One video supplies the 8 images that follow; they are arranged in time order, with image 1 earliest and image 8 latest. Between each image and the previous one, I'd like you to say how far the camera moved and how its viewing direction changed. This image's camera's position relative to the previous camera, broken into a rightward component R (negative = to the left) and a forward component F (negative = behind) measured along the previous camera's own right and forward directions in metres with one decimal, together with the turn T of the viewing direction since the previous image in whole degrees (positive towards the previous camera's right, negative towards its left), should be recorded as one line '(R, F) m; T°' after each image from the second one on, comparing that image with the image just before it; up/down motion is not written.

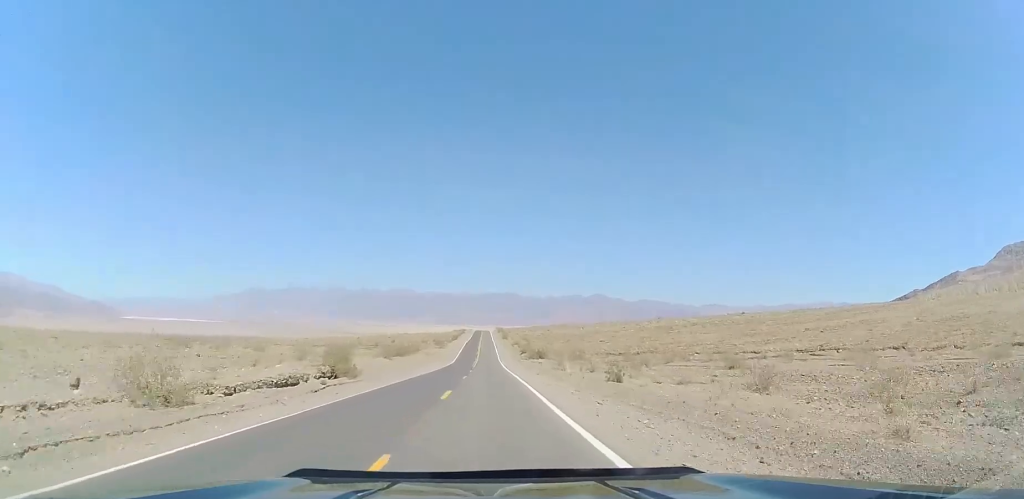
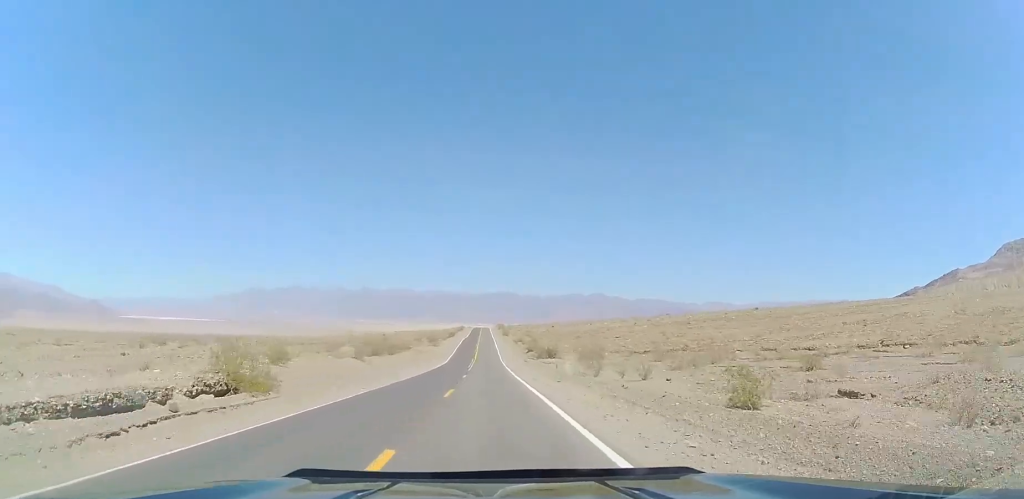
(+0.2, +13.8) m; +1°
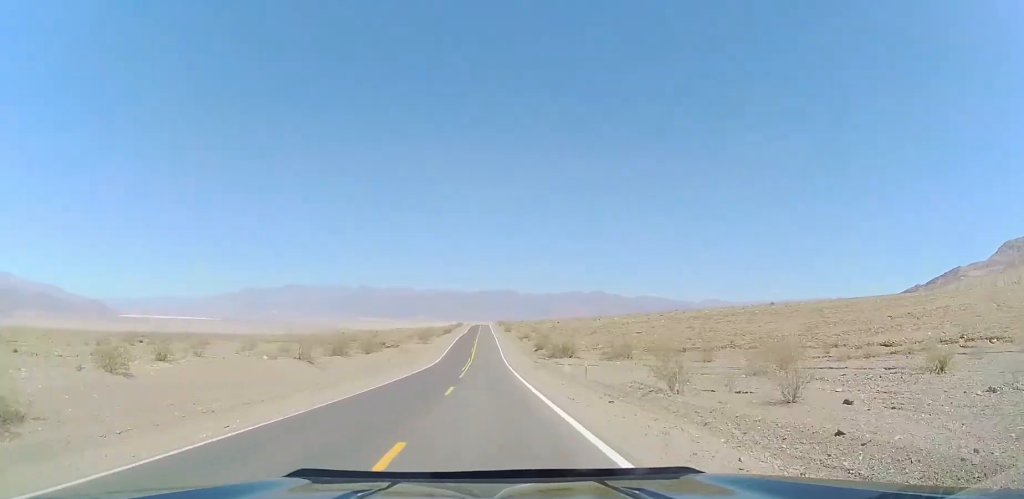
(0.0, +13.7) m; +1°
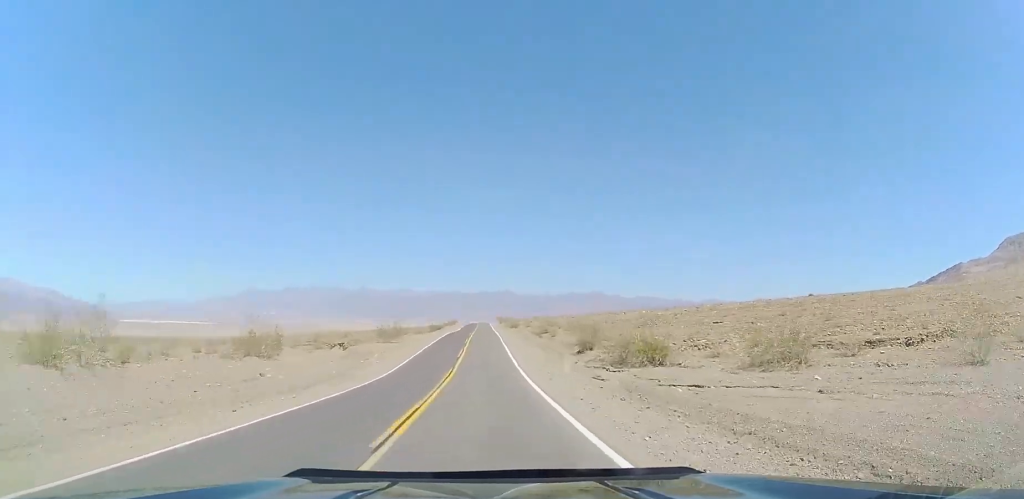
(+0.4, +29.6) m; 0°
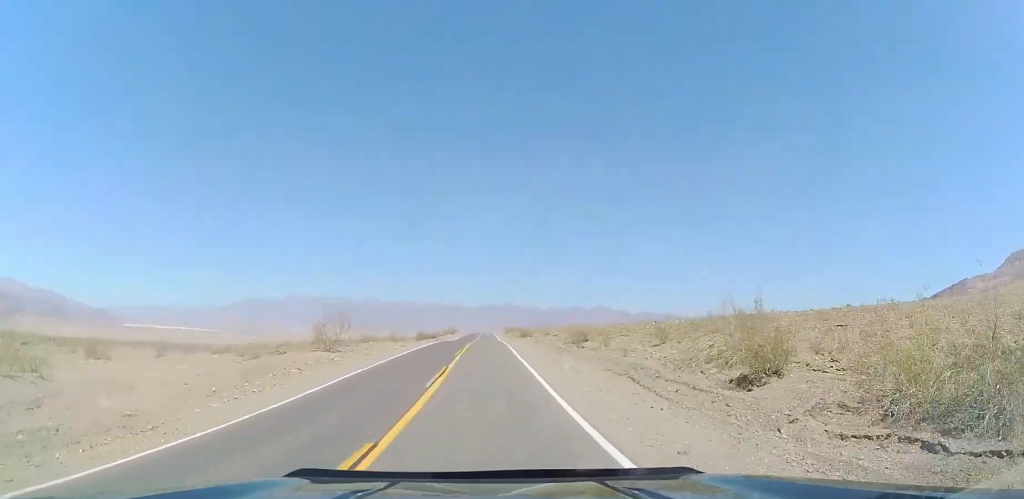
(-0.3, +20.7) m; -1°
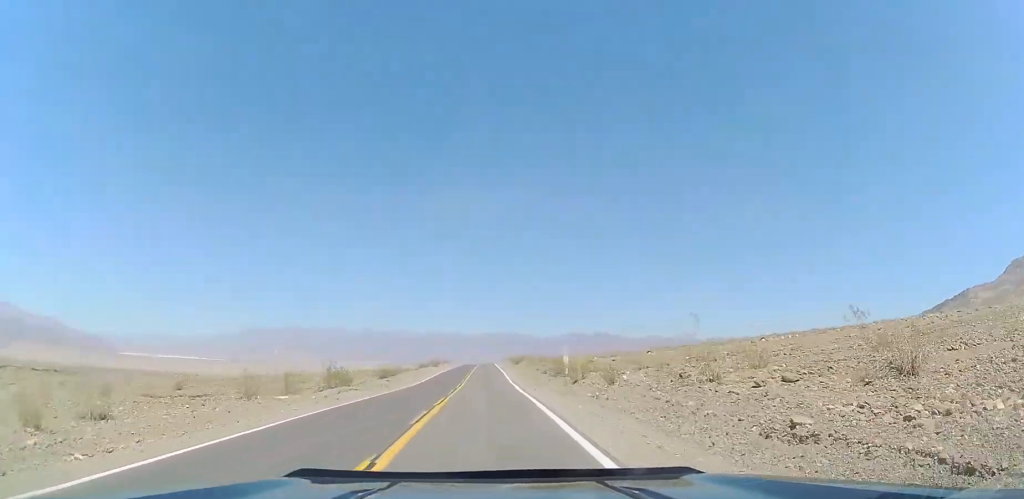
(-0.3, +44.6) m; 0°
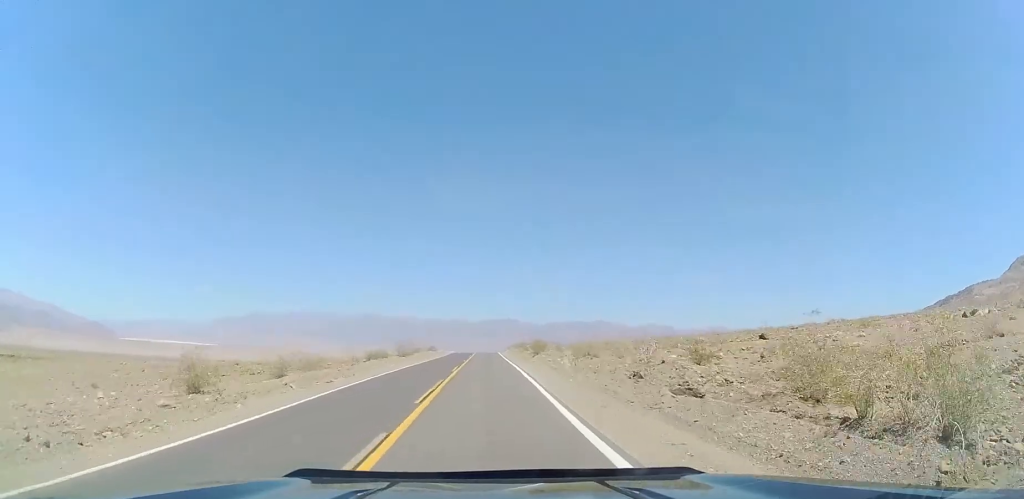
(+0.2, +34.5) m; -1°
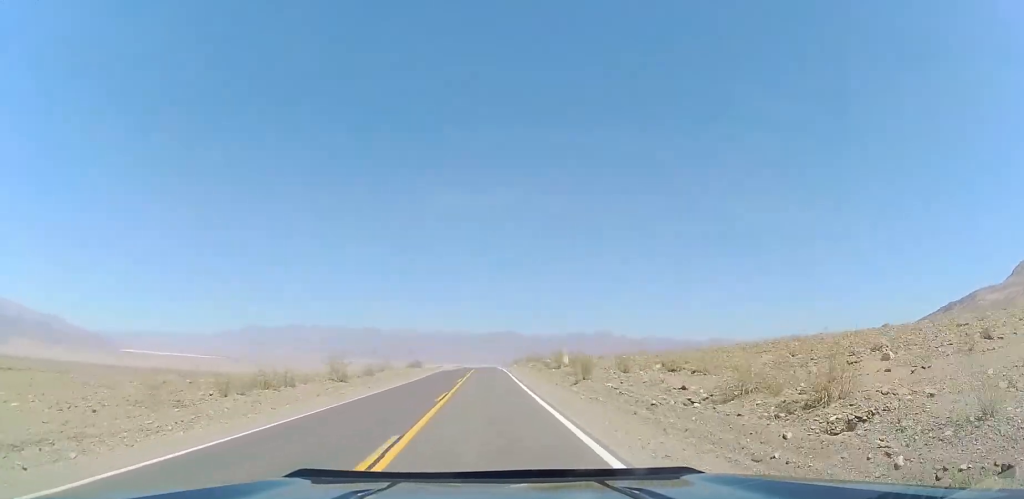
(-0.4, +25.4) m; -1°
